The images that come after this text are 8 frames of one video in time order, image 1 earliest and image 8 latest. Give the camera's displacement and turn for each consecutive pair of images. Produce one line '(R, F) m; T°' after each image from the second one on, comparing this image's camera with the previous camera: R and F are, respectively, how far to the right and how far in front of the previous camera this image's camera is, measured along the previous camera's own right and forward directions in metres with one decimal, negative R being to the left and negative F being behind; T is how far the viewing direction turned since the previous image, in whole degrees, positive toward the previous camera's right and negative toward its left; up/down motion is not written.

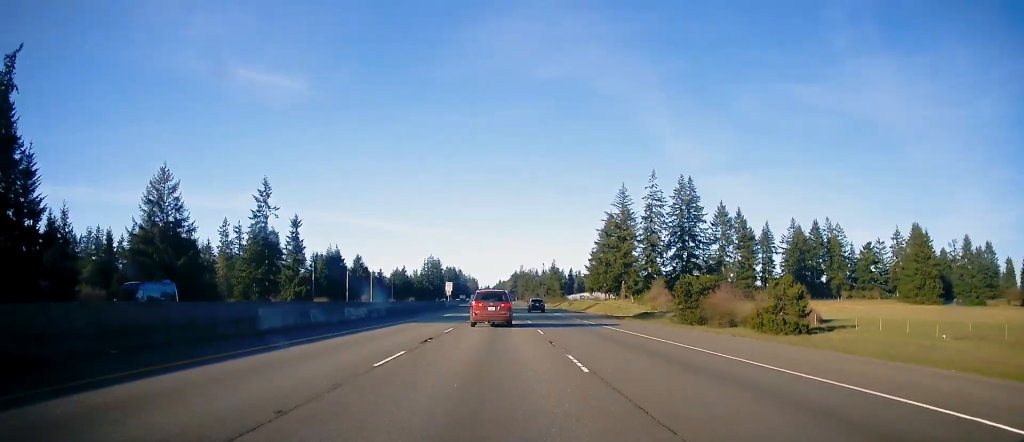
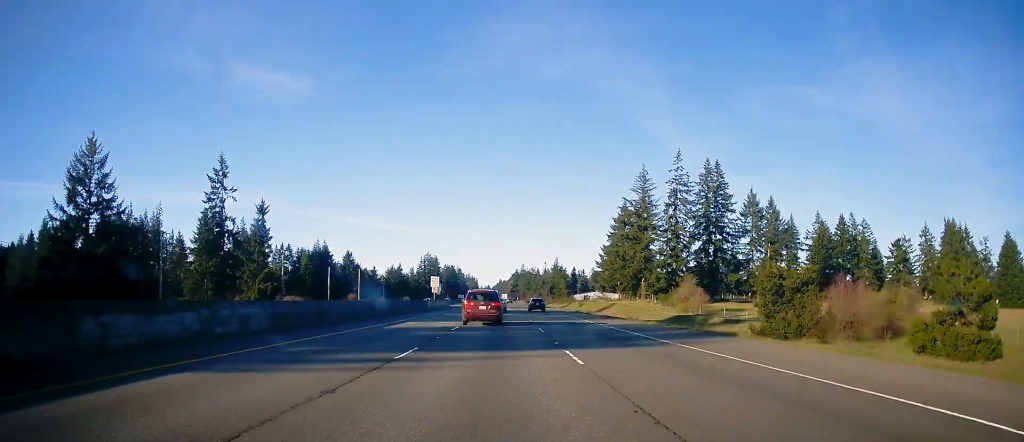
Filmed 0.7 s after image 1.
(0.0, +23.1) m; 0°
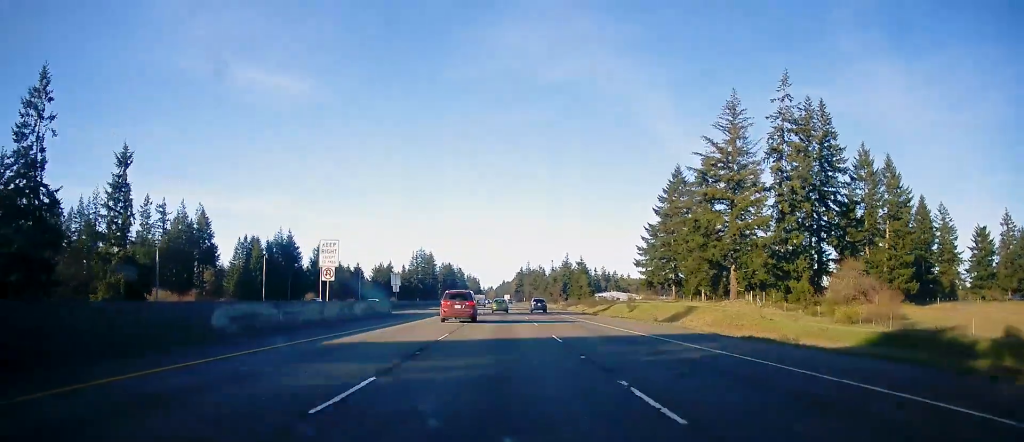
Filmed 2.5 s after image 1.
(-0.2, +54.7) m; -1°
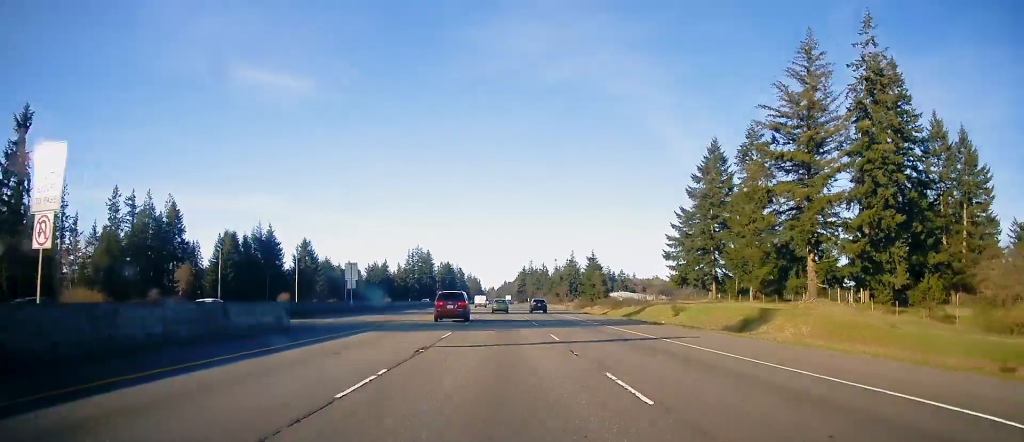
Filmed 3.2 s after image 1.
(-0.4, +23.2) m; 0°
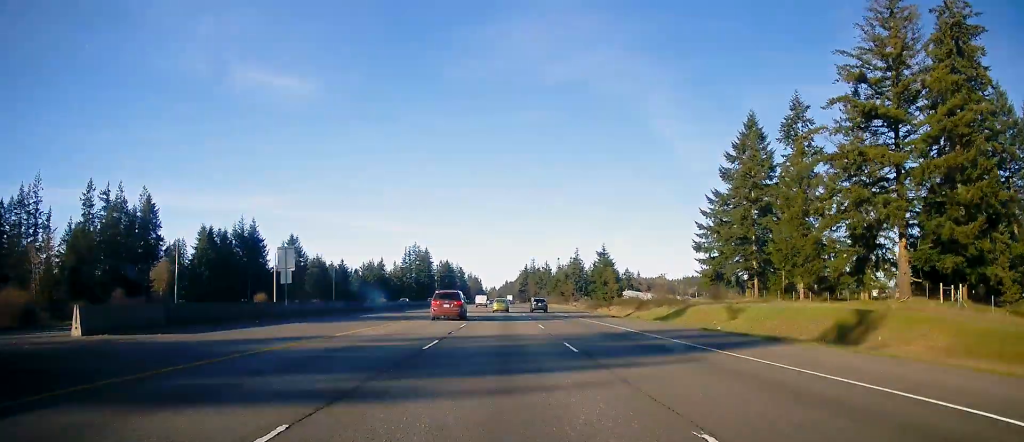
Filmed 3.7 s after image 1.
(+0.2, +17.0) m; 0°
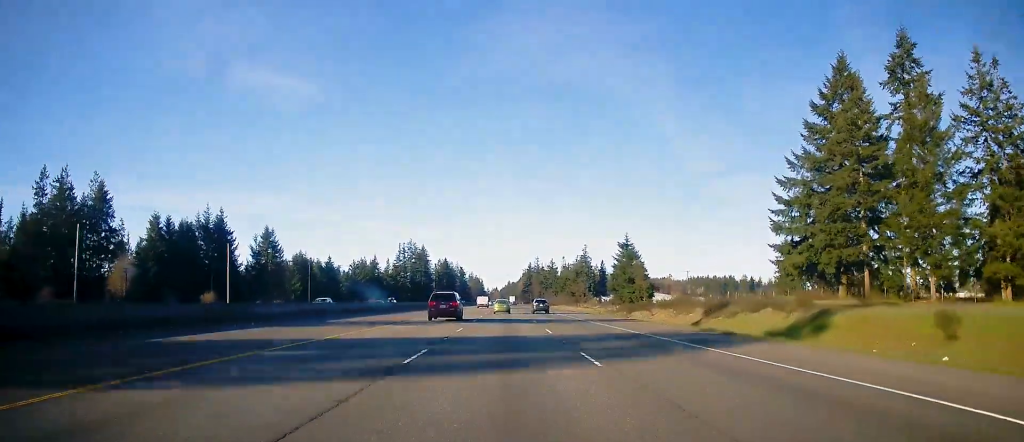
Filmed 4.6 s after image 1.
(+0.2, +27.6) m; 0°
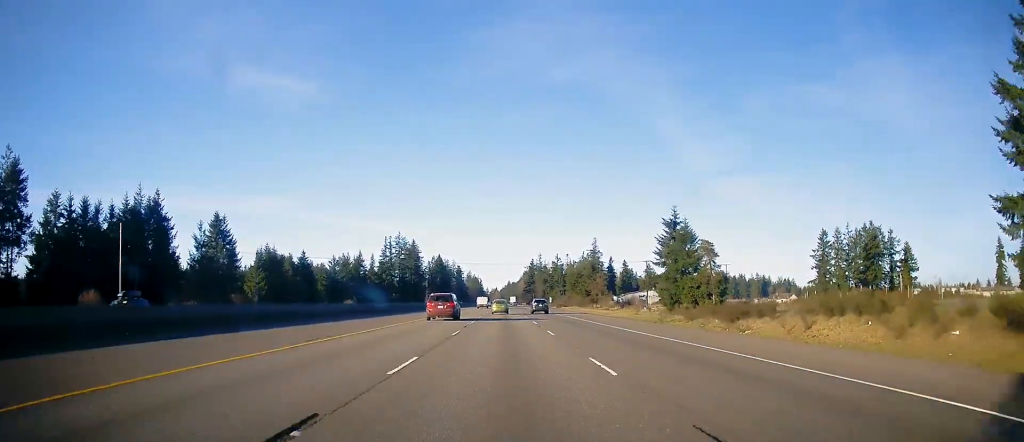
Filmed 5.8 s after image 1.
(0.0, +38.1) m; 0°
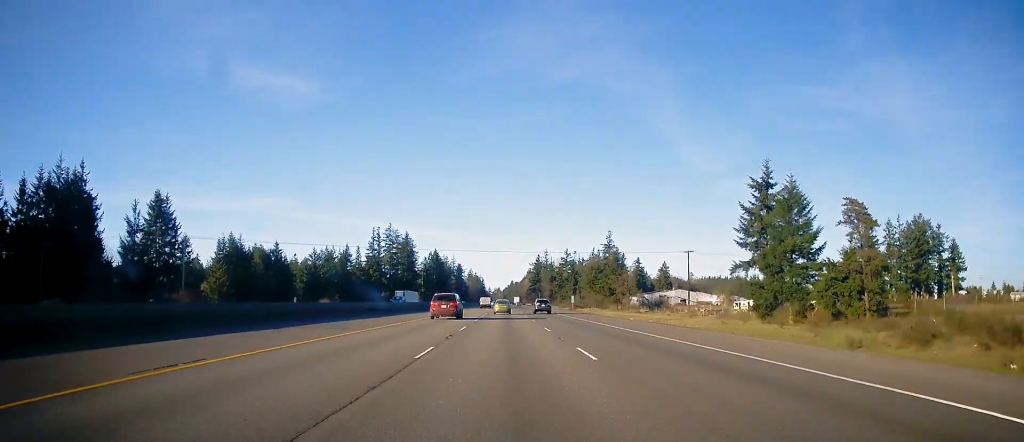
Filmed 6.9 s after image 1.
(-0.2, +33.8) m; -1°
